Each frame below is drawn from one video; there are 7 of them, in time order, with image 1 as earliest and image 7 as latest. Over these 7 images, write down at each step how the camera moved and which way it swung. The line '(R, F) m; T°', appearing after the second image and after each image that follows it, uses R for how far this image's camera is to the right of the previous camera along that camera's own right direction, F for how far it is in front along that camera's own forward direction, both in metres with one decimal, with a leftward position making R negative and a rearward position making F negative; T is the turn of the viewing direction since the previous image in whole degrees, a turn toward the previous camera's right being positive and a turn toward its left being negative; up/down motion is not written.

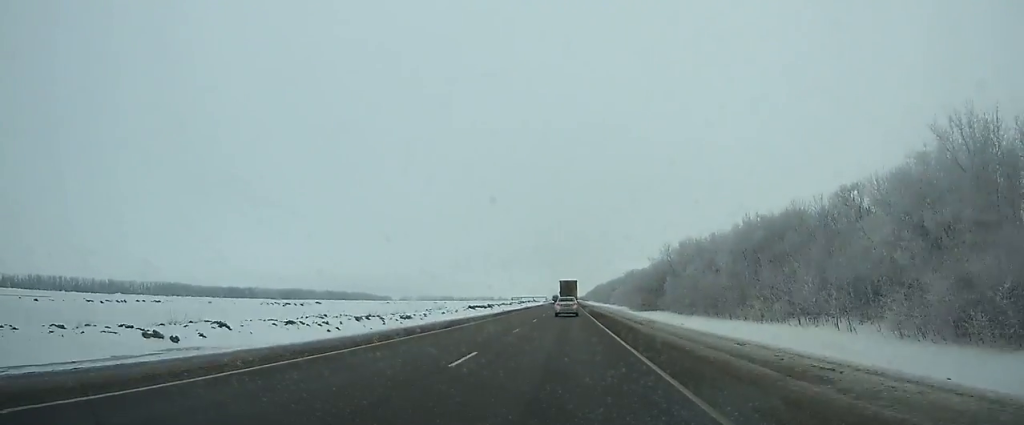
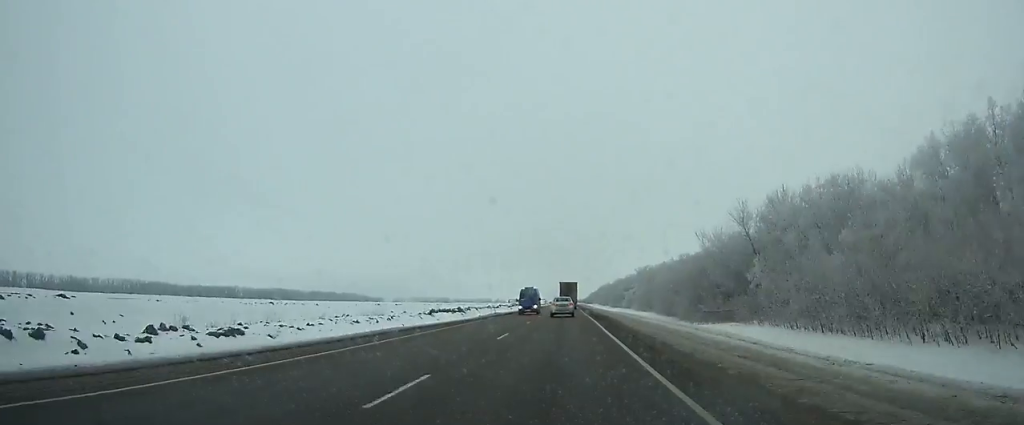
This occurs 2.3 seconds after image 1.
(0.0, +53.9) m; 0°
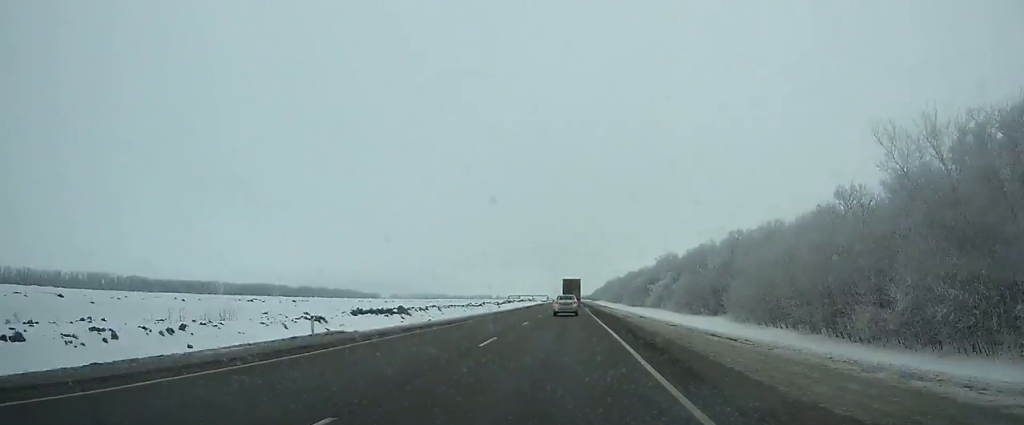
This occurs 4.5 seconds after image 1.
(-0.1, +51.7) m; 0°
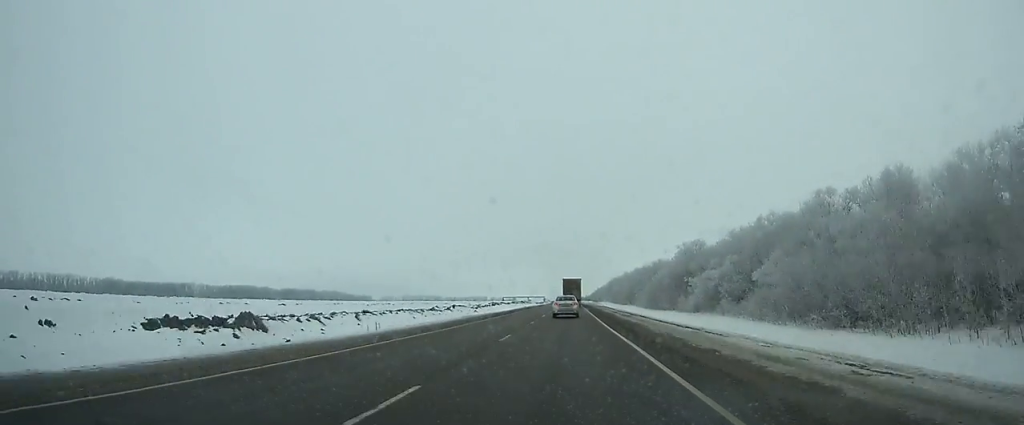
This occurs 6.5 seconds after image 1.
(+0.1, +47.4) m; 0°
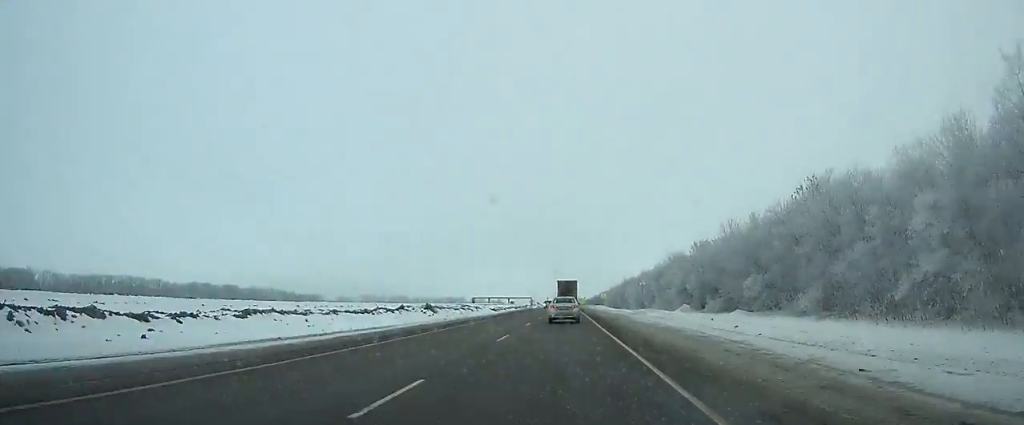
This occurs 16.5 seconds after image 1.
(-0.8, +243.3) m; 0°
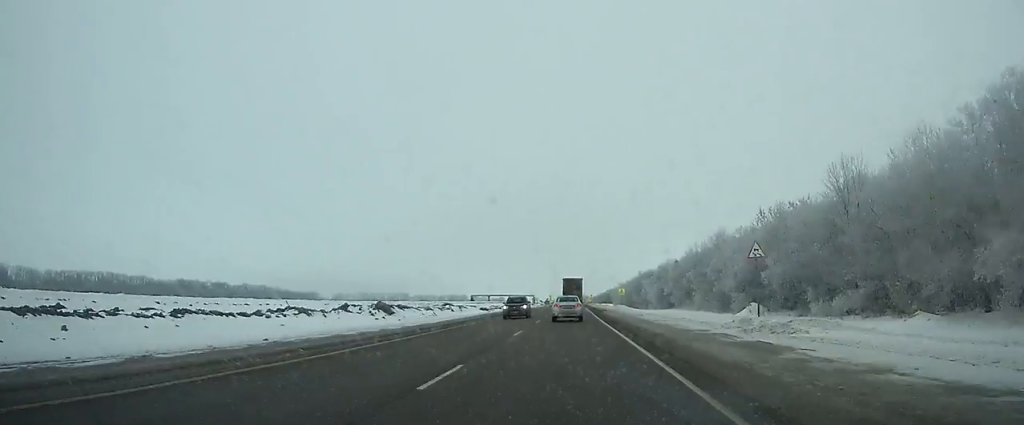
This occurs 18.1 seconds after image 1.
(-0.1, +38.0) m; 0°
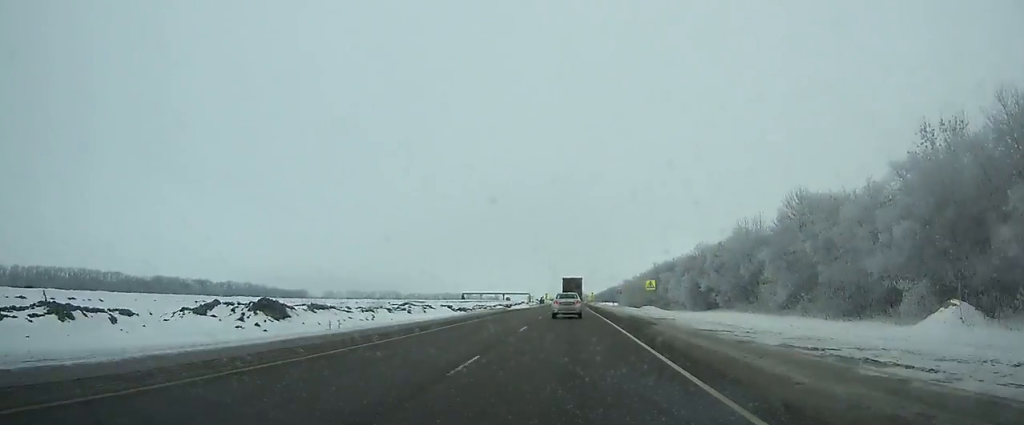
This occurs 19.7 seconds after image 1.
(0.0, +37.3) m; 0°
